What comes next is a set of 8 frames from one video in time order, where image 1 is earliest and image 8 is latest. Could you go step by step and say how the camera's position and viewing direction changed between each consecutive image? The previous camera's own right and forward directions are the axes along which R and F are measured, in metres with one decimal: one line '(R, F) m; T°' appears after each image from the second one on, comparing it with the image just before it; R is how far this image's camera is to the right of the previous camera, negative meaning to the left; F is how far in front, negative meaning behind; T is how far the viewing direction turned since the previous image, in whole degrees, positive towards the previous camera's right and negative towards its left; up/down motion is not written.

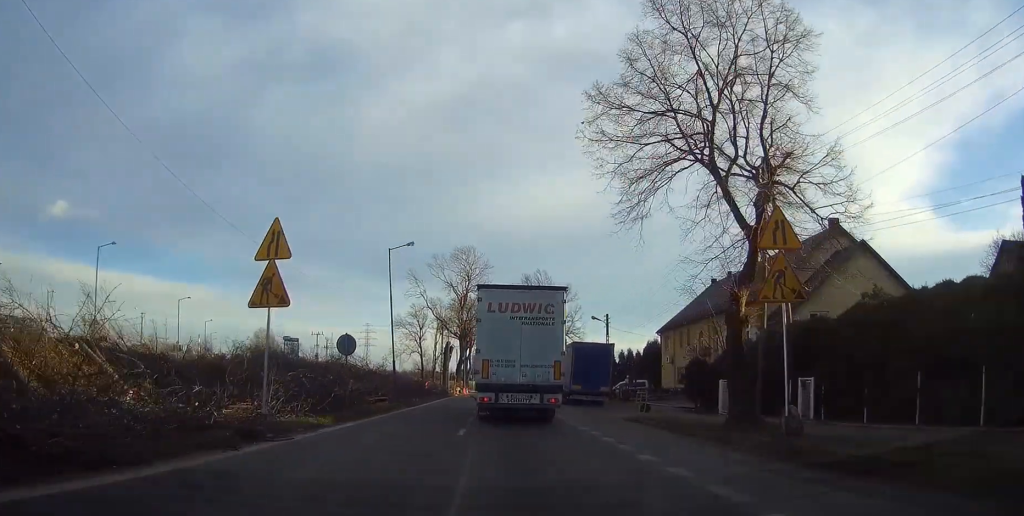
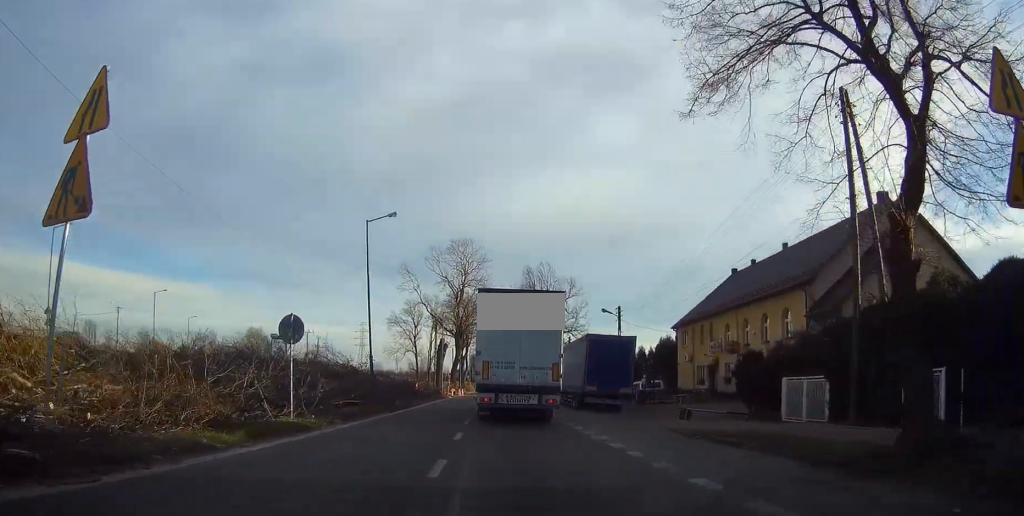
(-0.2, +7.2) m; 0°
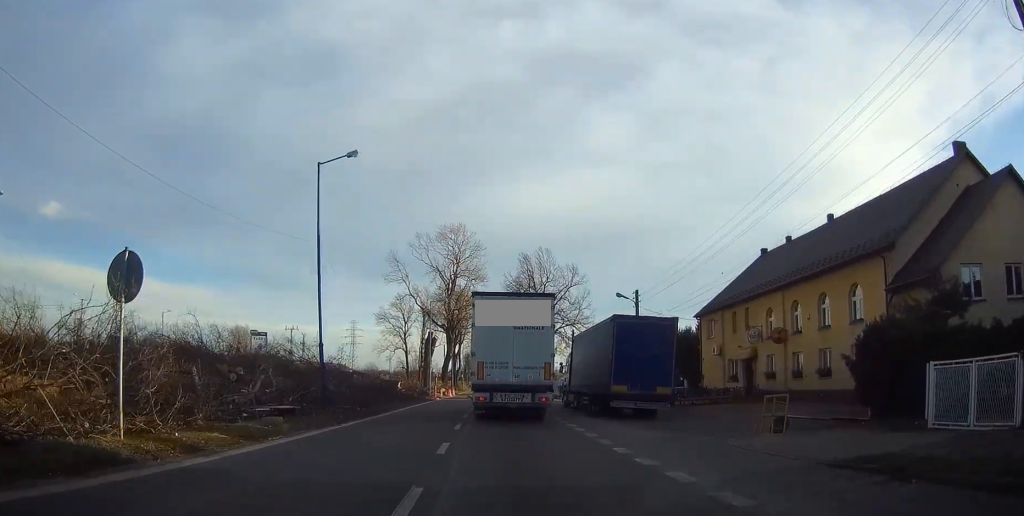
(+0.1, +9.1) m; 0°
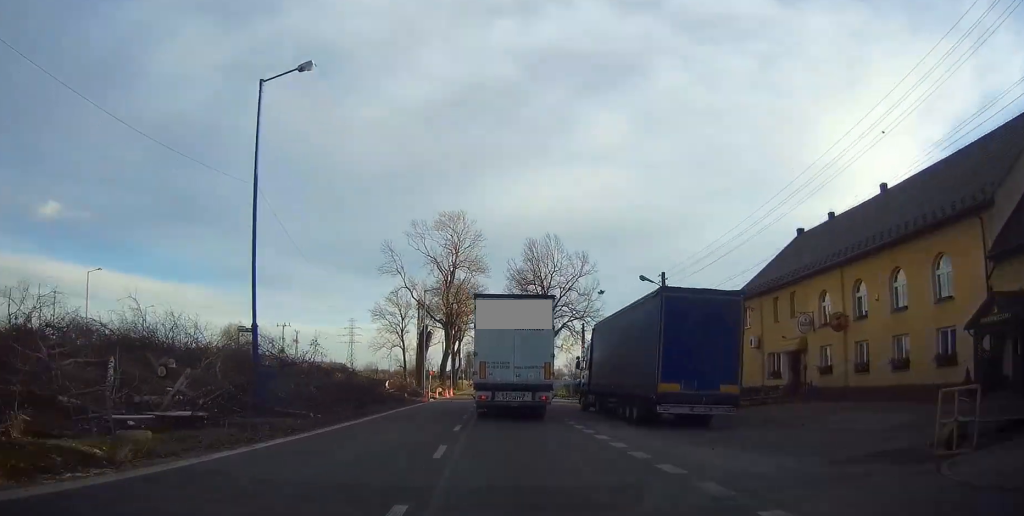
(+0.1, +7.2) m; 0°
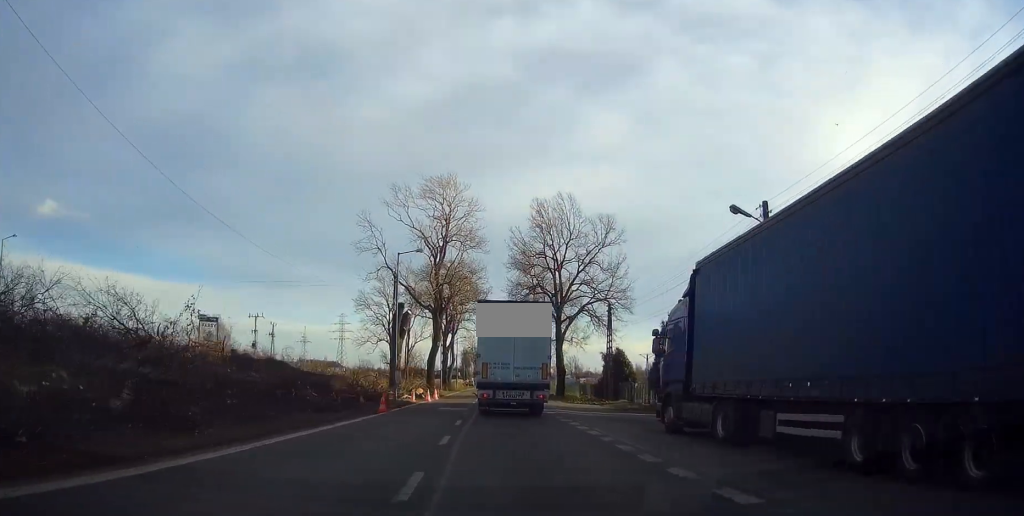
(-0.2, +16.9) m; 0°
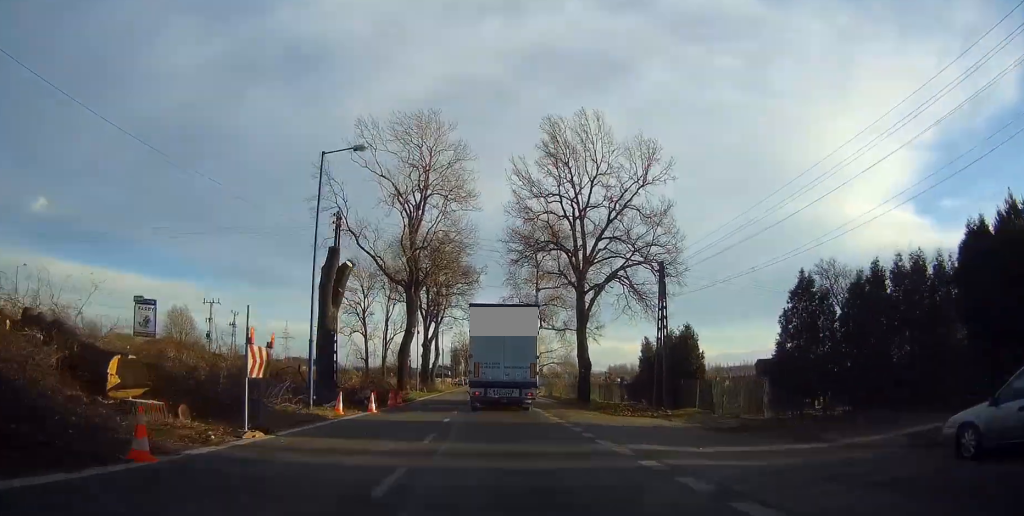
(+0.3, +19.0) m; +1°
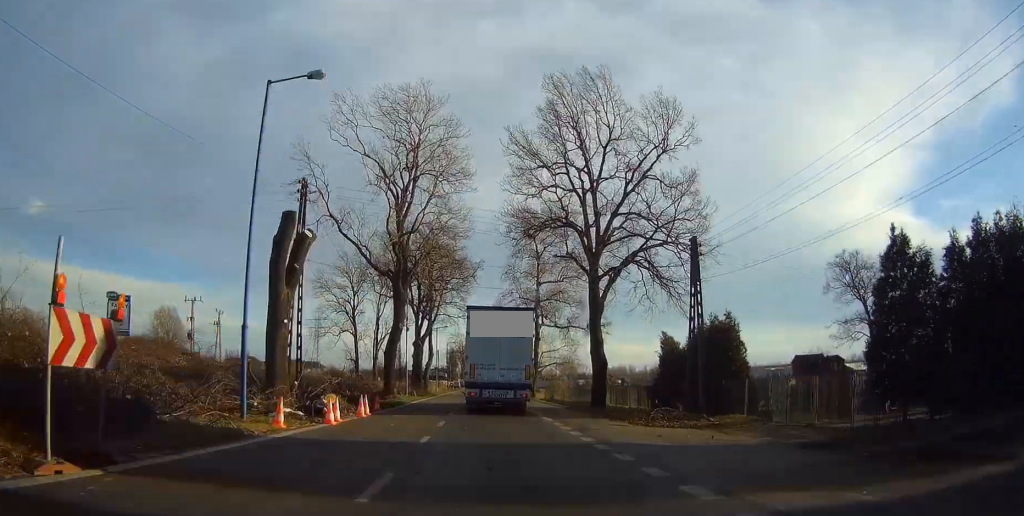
(0.0, +6.6) m; 0°
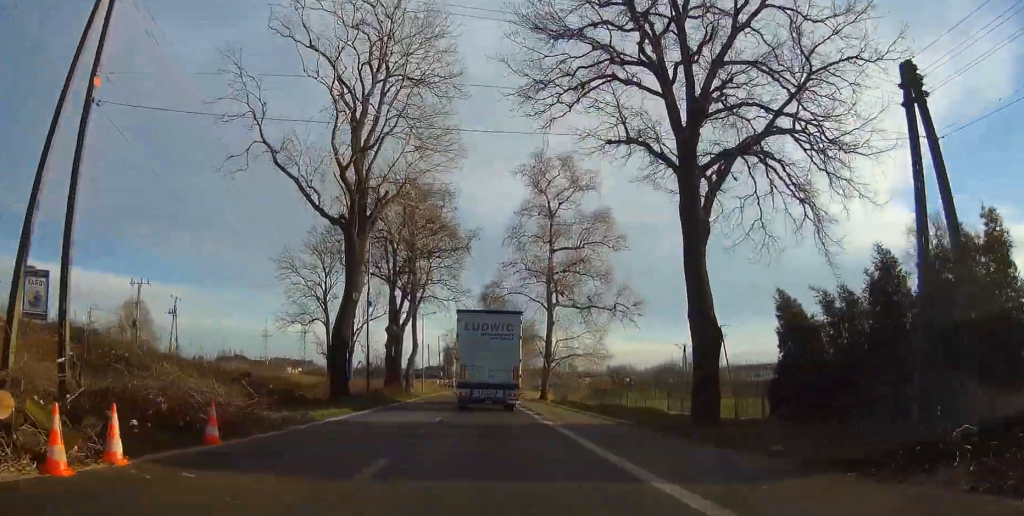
(0.0, +17.7) m; -1°
